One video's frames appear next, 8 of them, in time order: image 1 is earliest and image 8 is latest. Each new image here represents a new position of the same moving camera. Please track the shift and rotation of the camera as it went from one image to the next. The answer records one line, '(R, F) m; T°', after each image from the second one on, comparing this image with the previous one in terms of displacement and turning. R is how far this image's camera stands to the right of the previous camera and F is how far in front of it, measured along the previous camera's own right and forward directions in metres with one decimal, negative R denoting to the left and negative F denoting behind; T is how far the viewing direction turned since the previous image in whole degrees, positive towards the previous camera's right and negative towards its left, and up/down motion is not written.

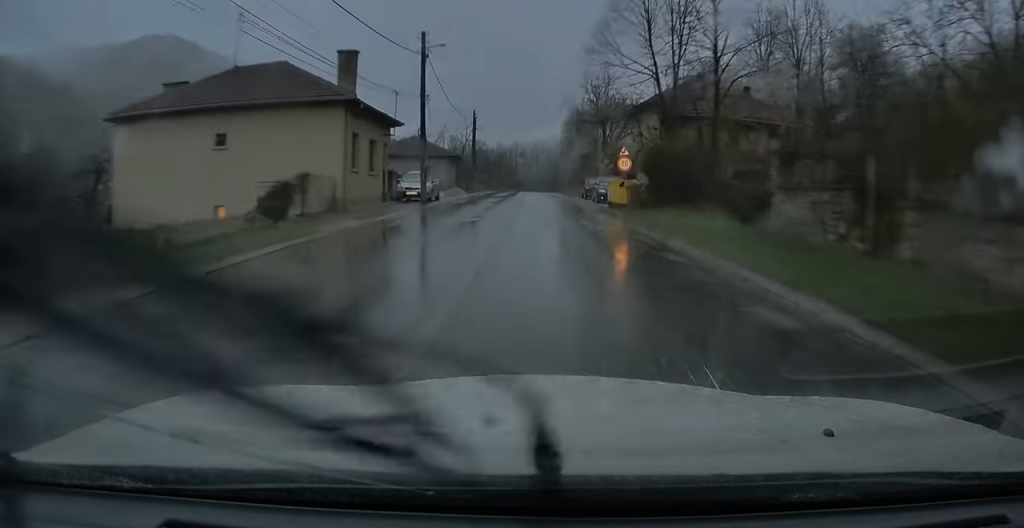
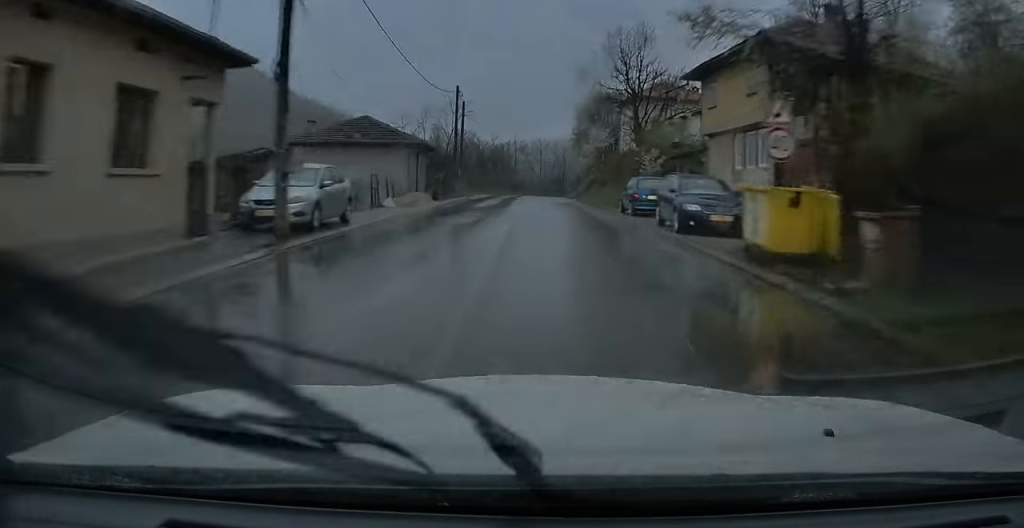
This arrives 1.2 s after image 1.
(+0.1, +19.8) m; 0°
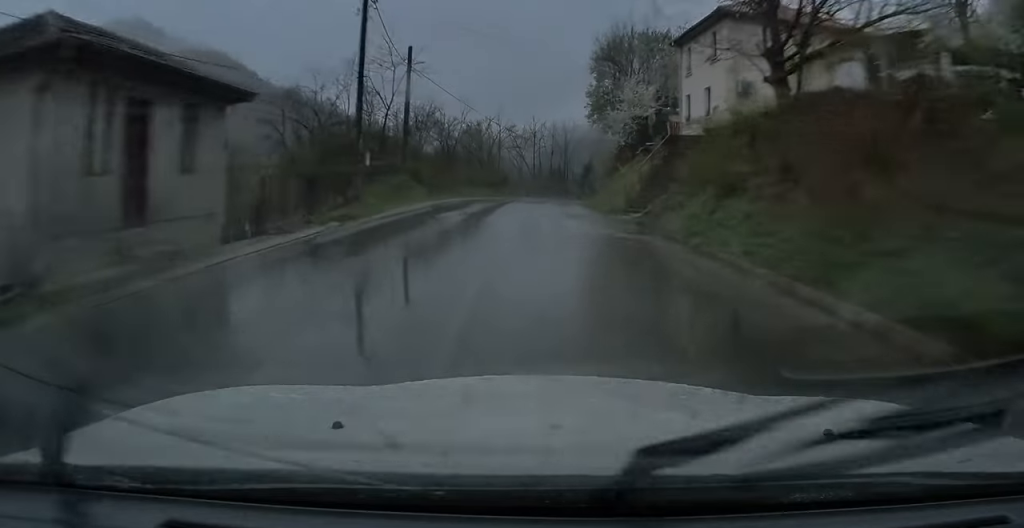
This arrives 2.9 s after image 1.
(0.0, +27.8) m; +1°
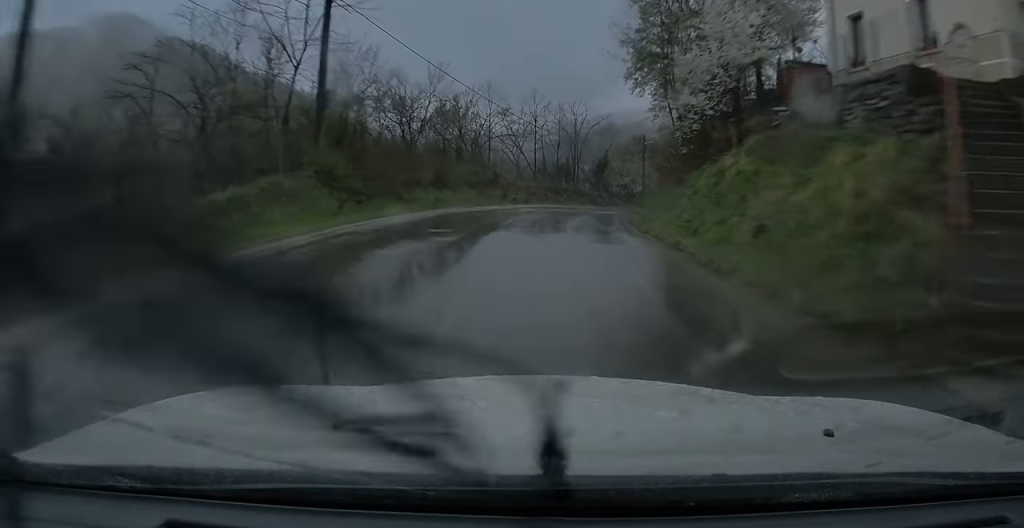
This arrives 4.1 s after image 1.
(+0.3, +17.0) m; +2°
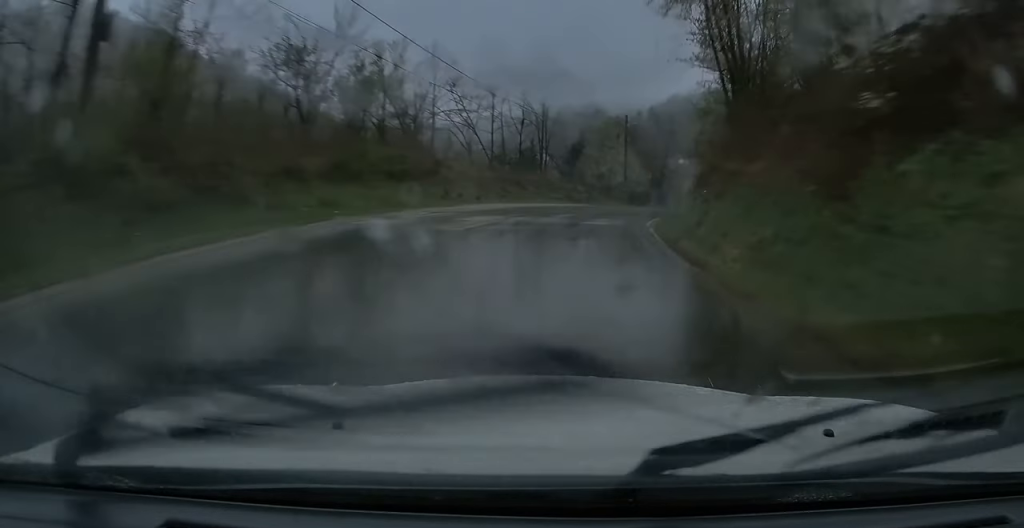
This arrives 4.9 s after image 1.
(+0.2, +13.2) m; +4°
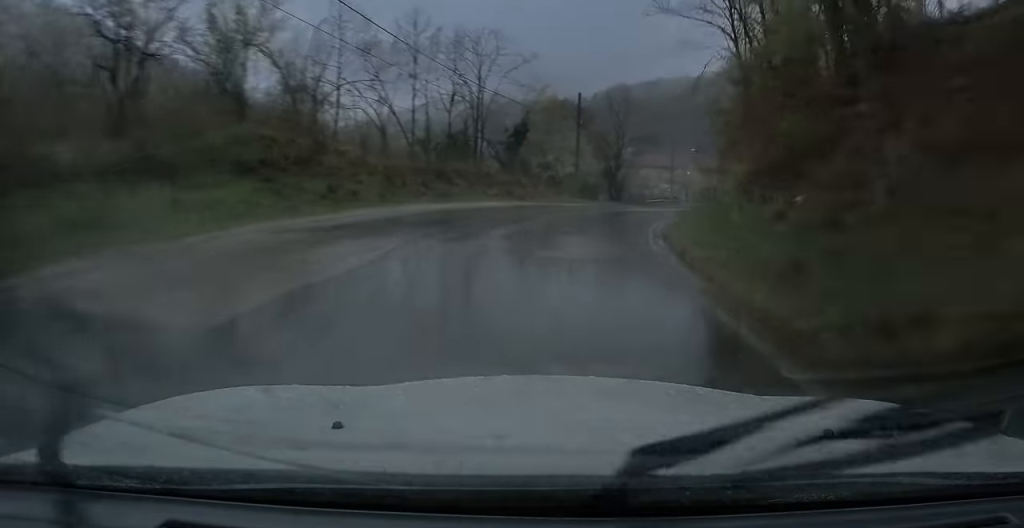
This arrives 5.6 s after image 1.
(+0.2, +10.0) m; +5°
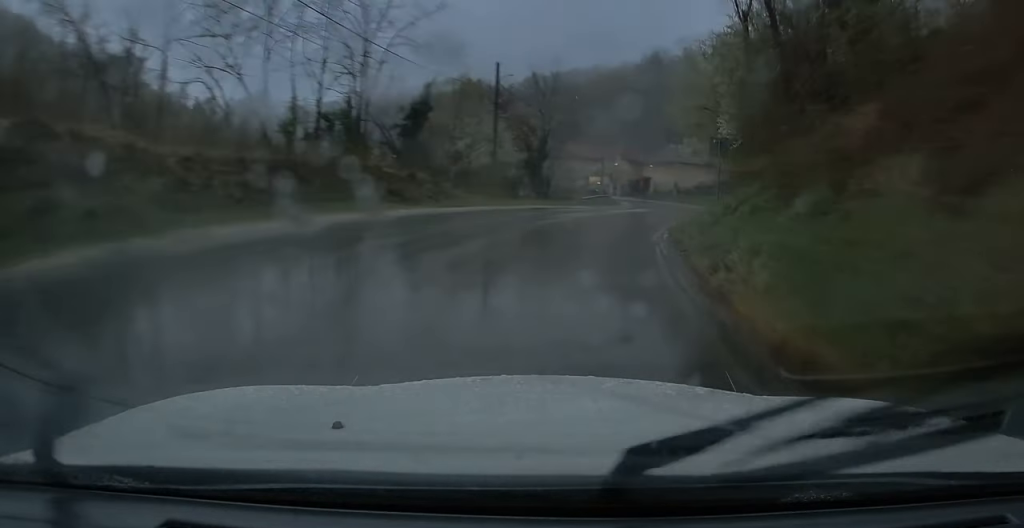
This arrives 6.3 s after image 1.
(+0.4, +10.4) m; +8°
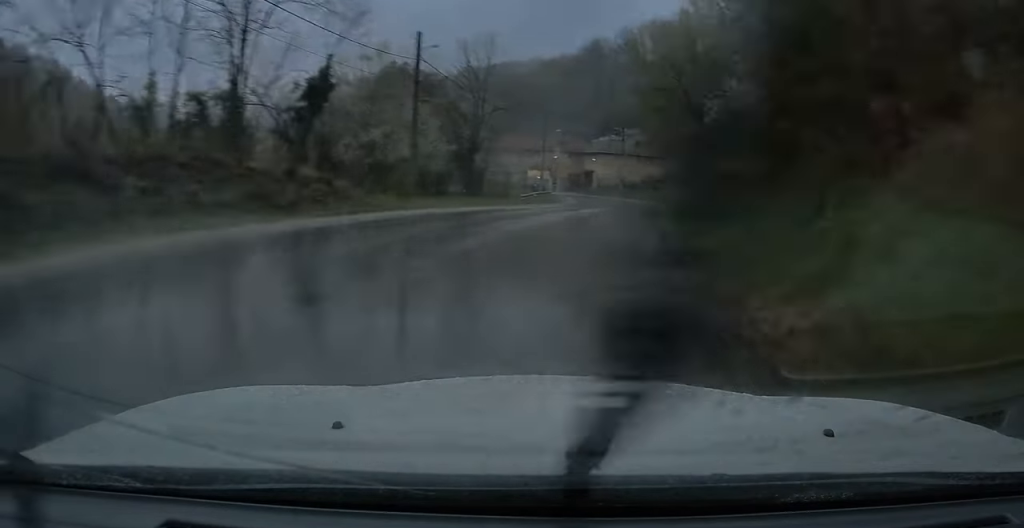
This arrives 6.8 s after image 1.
(+0.7, +6.7) m; +5°
